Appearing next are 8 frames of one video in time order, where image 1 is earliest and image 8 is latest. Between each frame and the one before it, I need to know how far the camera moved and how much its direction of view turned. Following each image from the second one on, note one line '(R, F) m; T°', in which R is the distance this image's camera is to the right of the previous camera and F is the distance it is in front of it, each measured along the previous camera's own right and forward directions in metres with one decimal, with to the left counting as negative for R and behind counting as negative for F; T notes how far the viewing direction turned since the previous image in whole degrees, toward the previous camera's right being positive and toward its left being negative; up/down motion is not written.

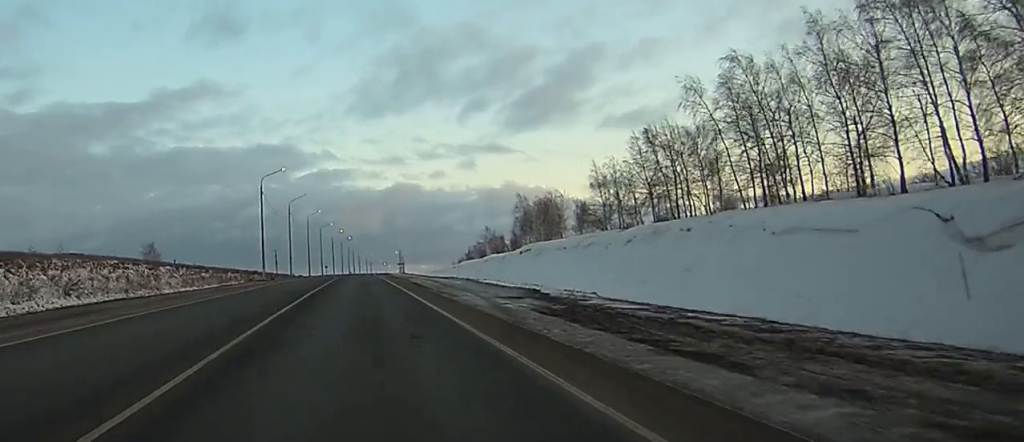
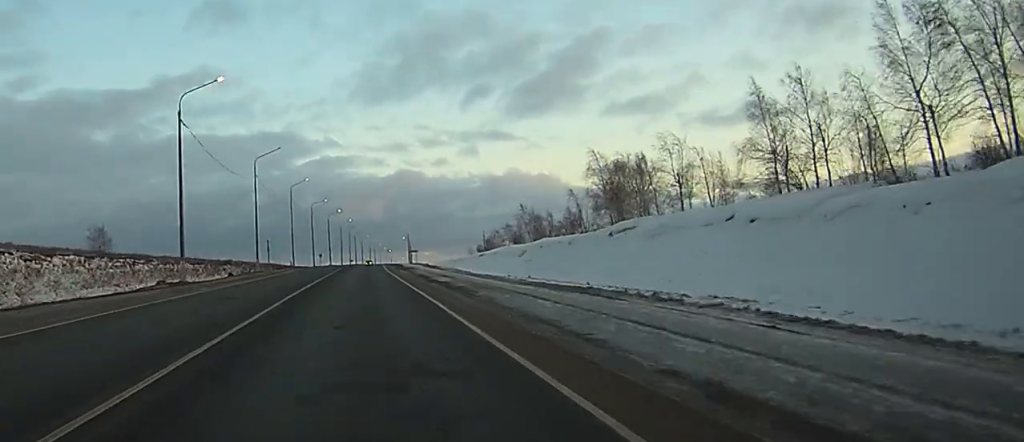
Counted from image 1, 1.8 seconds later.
(+0.2, +43.3) m; +1°
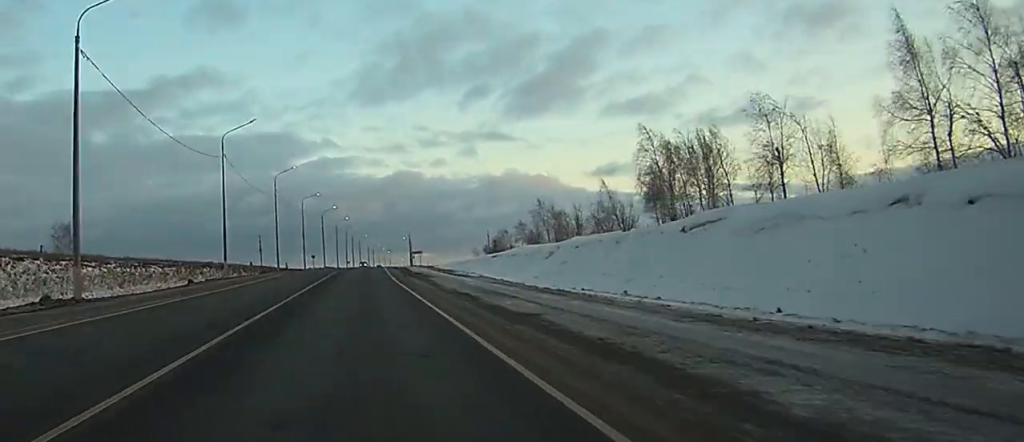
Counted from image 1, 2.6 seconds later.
(0.0, +18.6) m; 0°
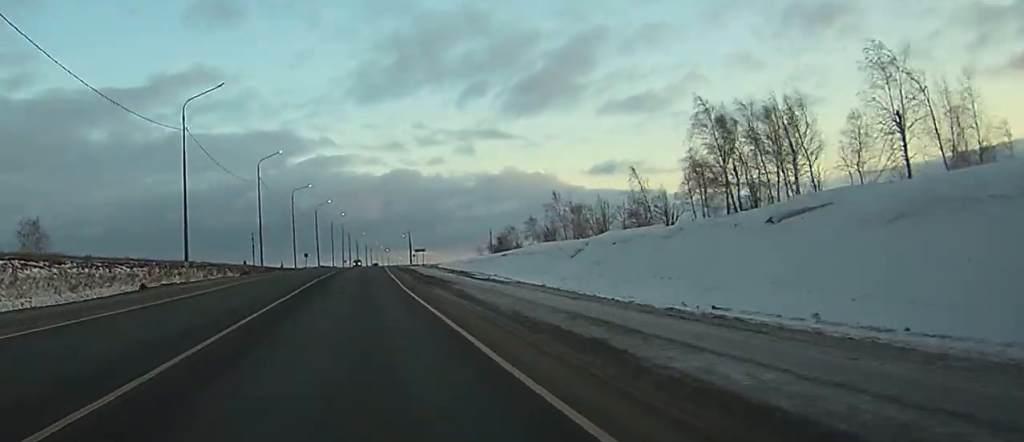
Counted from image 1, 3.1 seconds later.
(0.0, +13.8) m; 0°
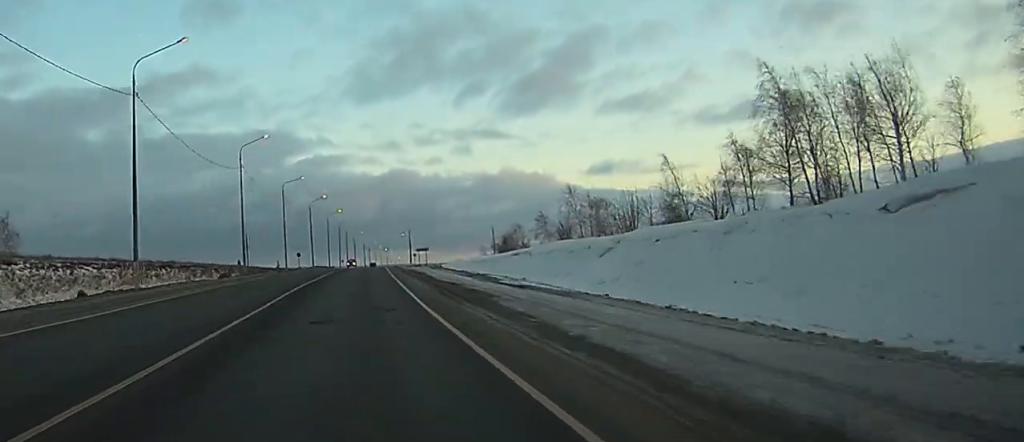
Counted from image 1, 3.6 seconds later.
(0.0, +11.4) m; 0°
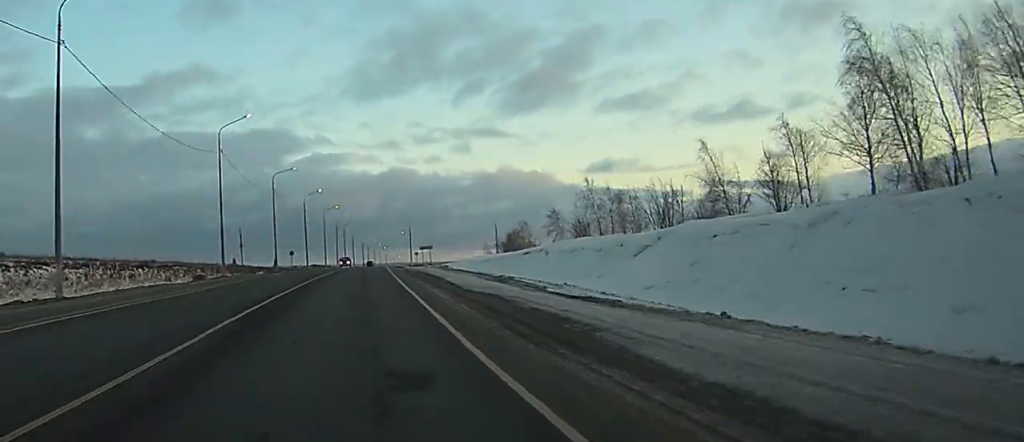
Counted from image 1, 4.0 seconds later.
(0.0, +10.7) m; 0°
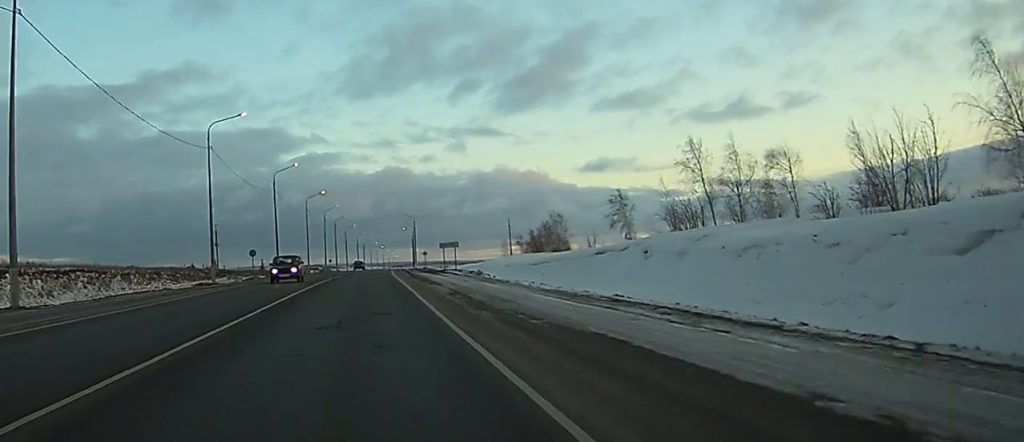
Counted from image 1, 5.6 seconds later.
(-0.2, +39.4) m; 0°
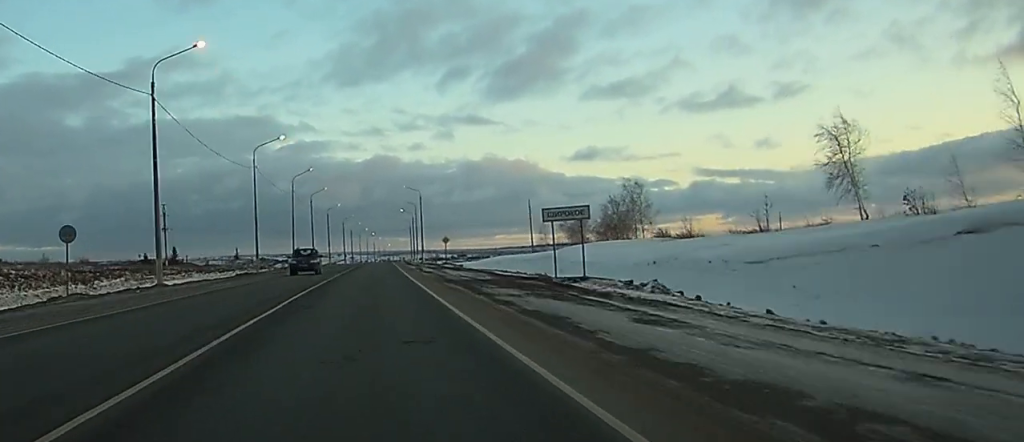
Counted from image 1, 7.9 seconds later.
(+0.3, +53.6) m; +1°
